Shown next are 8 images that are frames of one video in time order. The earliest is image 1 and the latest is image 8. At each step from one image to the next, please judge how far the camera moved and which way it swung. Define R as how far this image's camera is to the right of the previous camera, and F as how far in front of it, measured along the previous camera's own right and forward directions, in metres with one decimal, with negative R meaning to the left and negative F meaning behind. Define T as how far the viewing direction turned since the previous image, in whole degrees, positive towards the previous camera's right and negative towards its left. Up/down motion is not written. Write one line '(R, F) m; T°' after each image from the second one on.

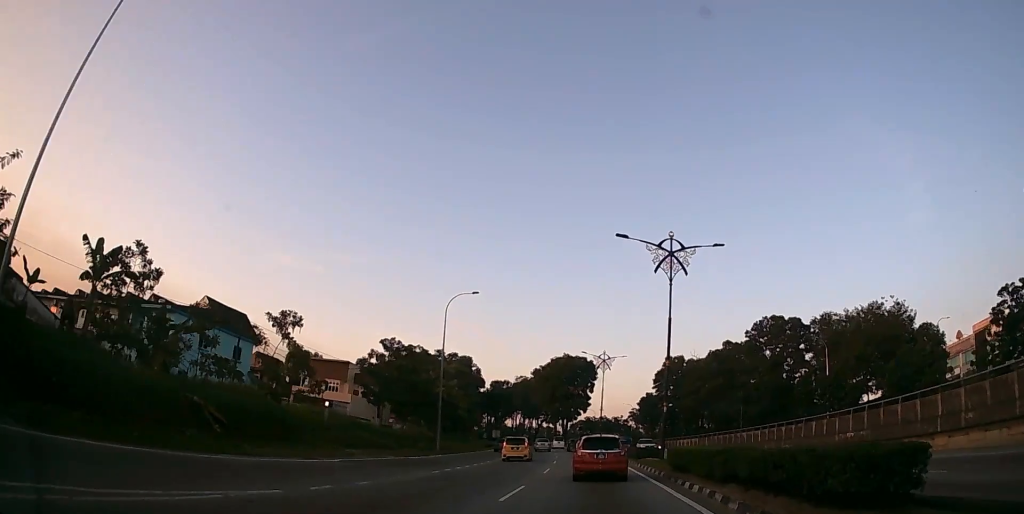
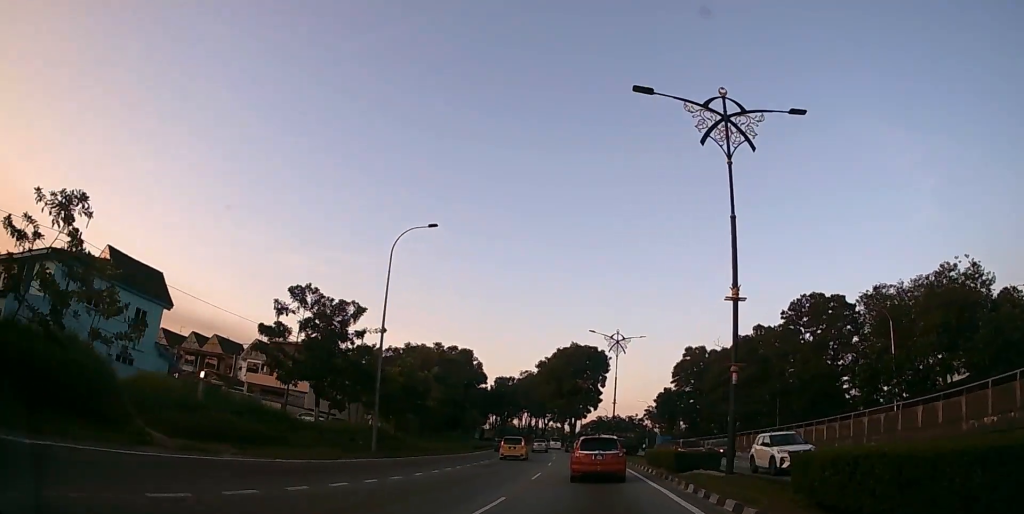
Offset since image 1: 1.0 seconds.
(-0.2, +13.5) m; -2°
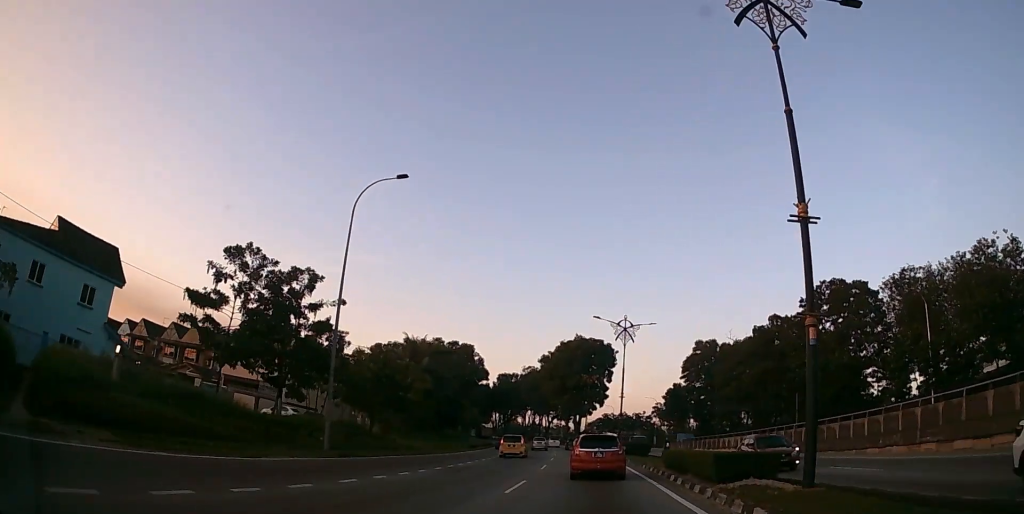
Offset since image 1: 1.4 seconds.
(-0.1, +5.9) m; 0°
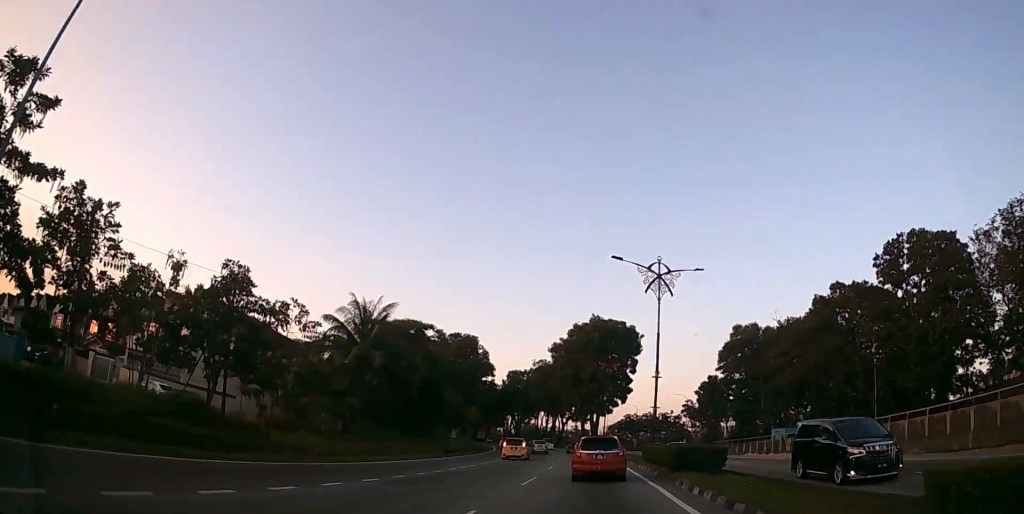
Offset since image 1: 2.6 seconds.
(-0.2, +17.4) m; -1°
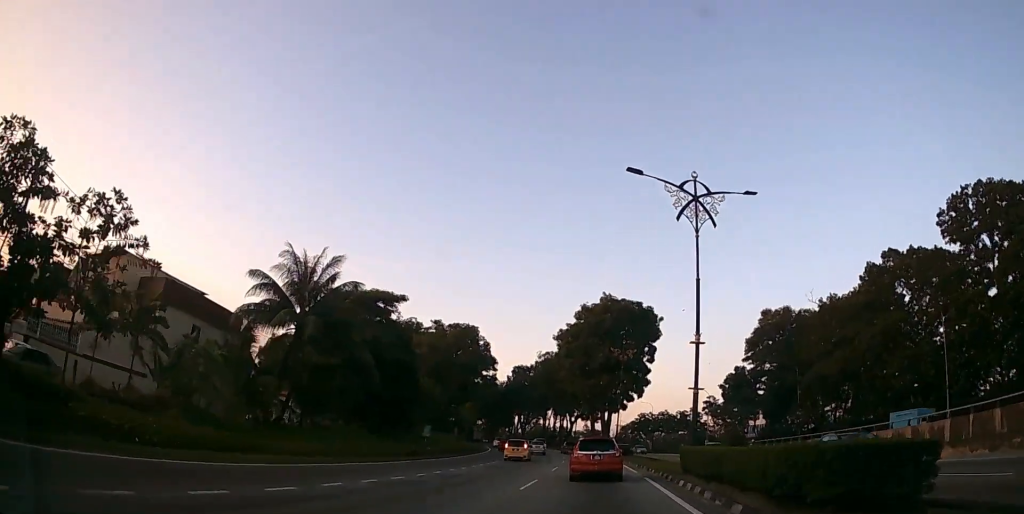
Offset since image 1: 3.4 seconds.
(-0.1, +11.3) m; -1°
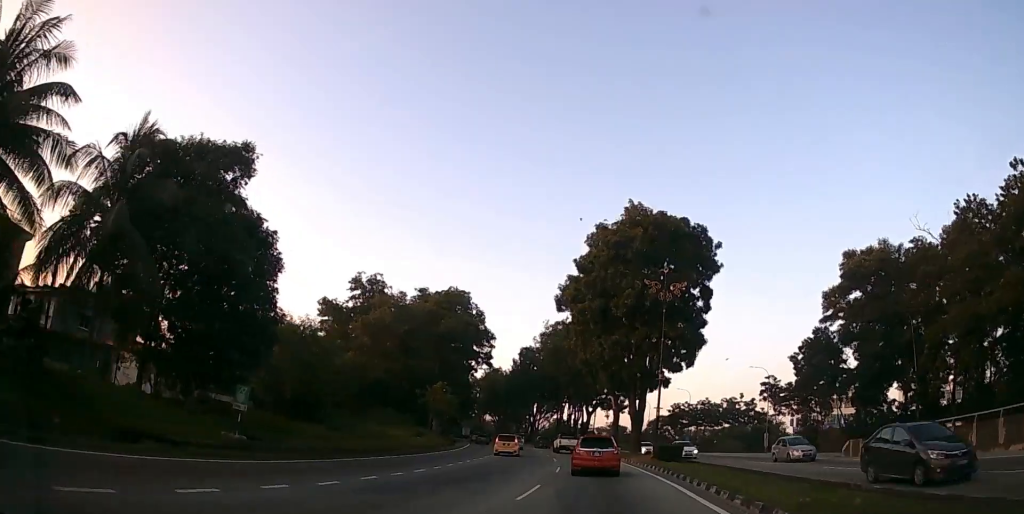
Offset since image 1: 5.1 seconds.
(-0.6, +24.8) m; -3°
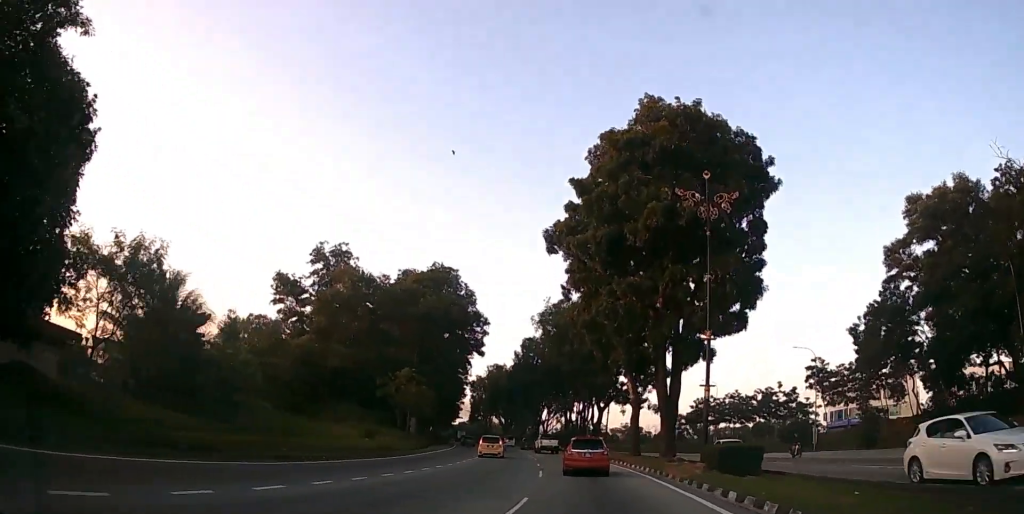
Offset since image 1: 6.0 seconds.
(-0.2, +13.3) m; -1°
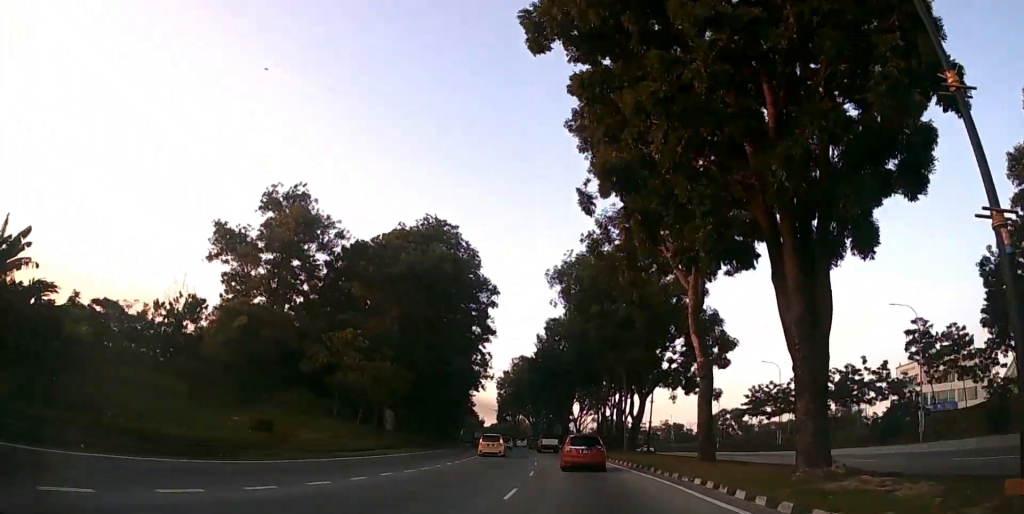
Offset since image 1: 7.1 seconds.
(-0.1, +16.9) m; -2°
